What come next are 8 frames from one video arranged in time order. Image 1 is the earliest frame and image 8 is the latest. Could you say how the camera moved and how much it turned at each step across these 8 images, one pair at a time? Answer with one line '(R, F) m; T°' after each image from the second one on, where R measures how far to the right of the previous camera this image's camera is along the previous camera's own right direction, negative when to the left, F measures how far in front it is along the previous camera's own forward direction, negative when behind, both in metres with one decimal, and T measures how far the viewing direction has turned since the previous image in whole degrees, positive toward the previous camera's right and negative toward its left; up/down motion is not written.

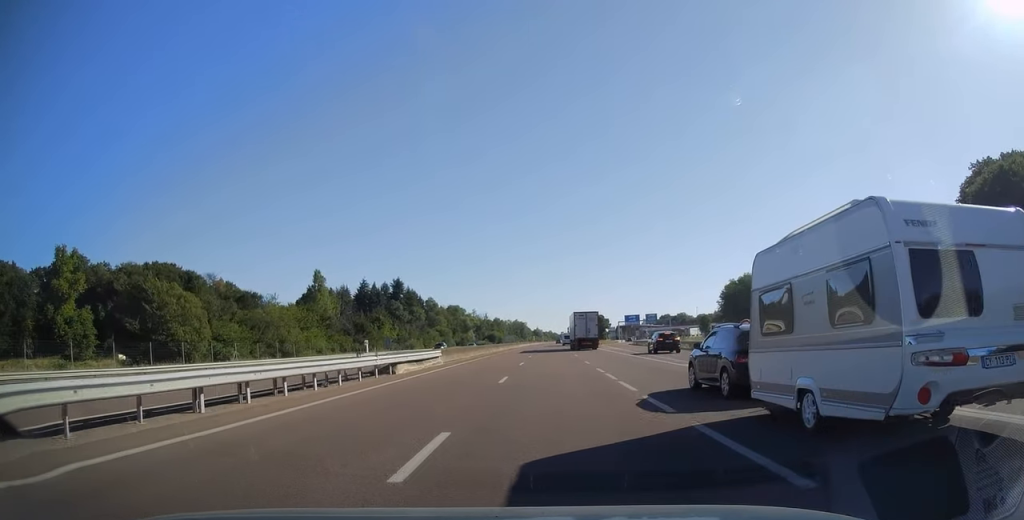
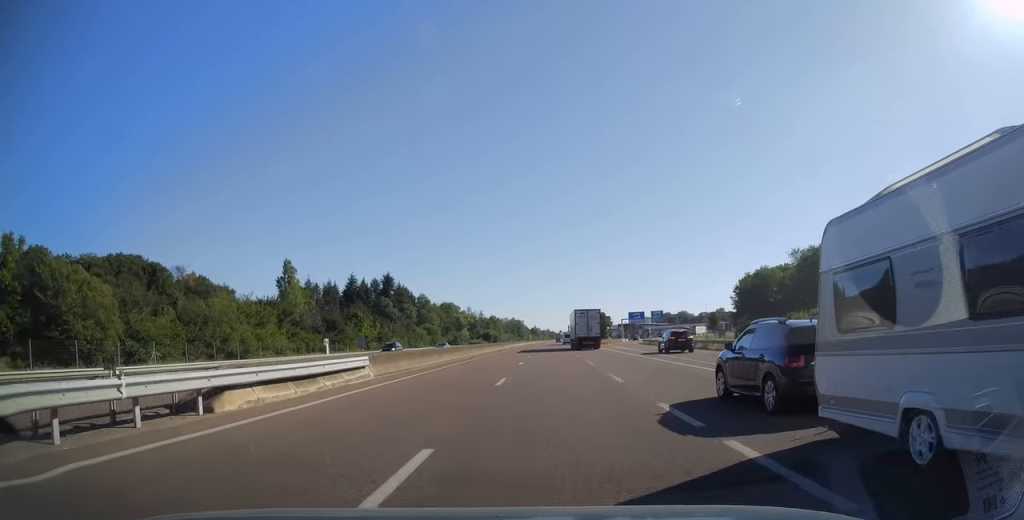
(0.0, +14.4) m; 0°
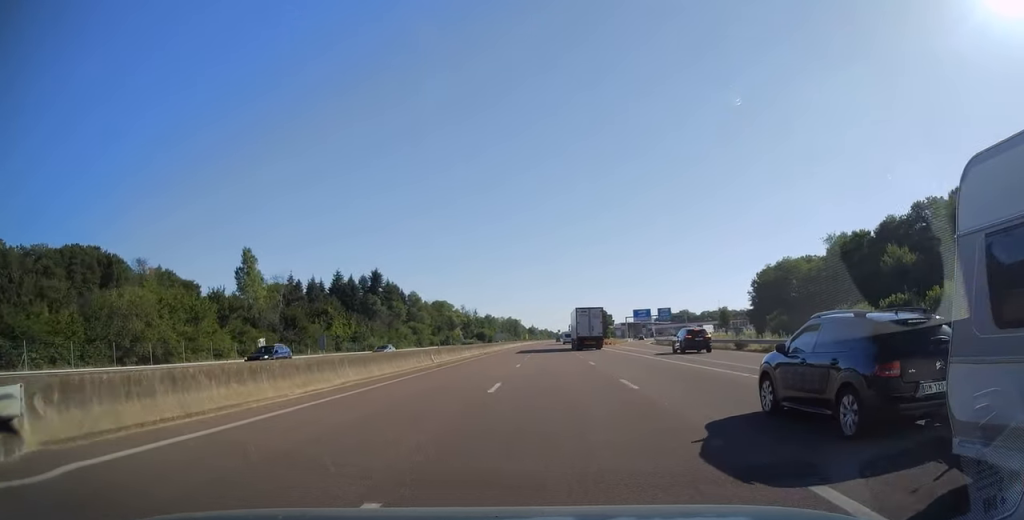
(-0.1, +15.5) m; 0°
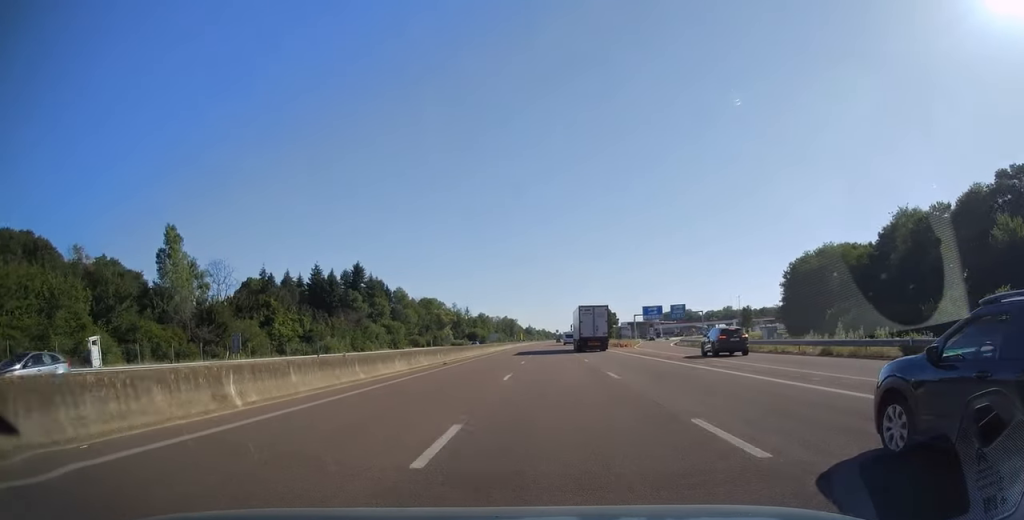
(+0.1, +21.6) m; 0°
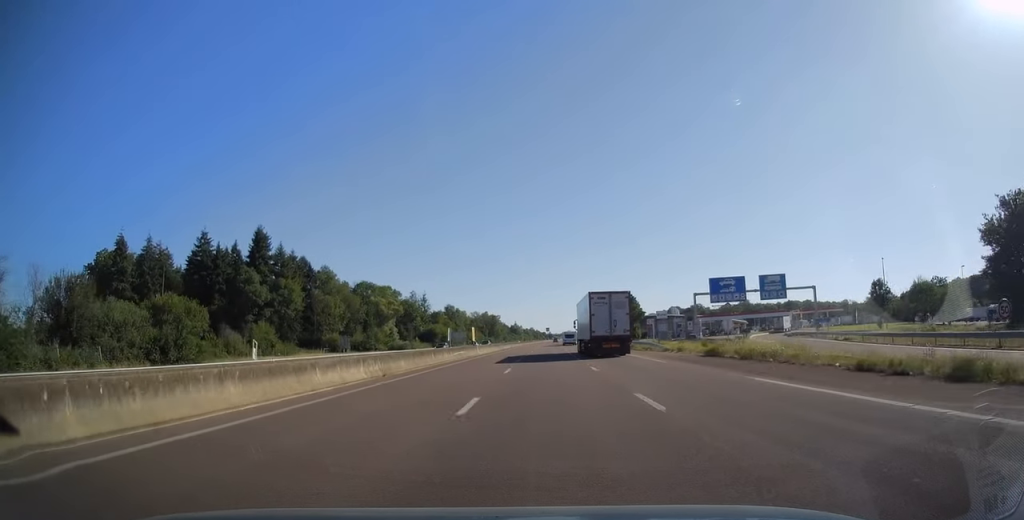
(+0.8, +73.6) m; +1°
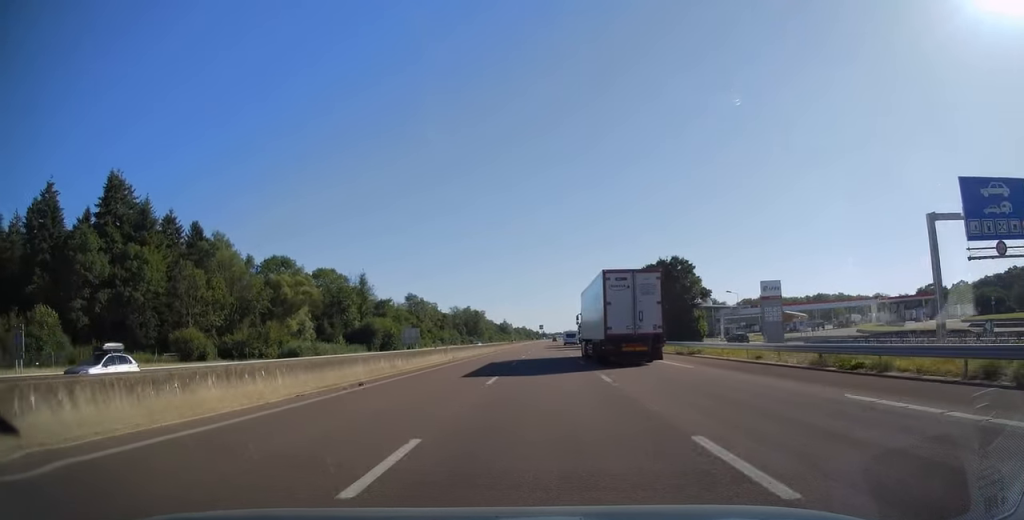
(+0.3, +57.8) m; 0°
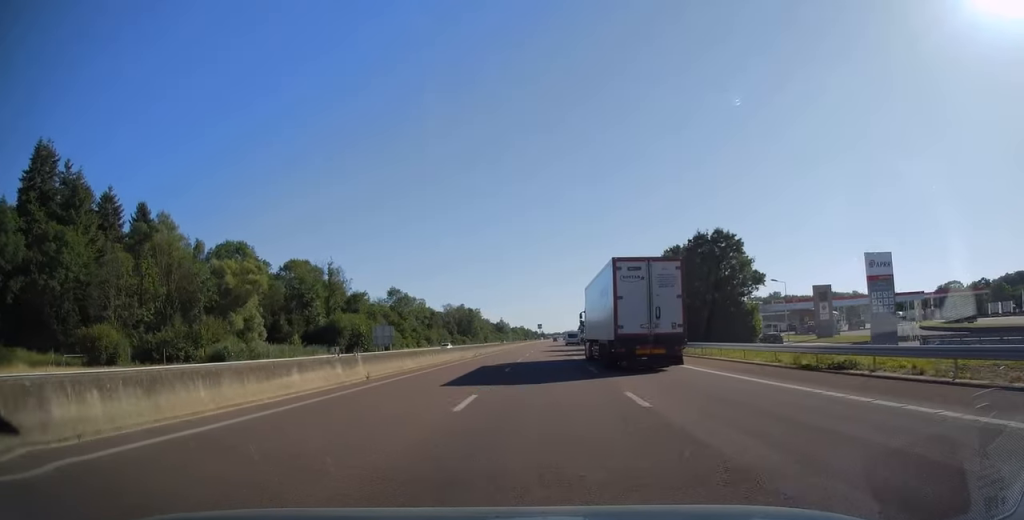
(0.0, +19.6) m; 0°
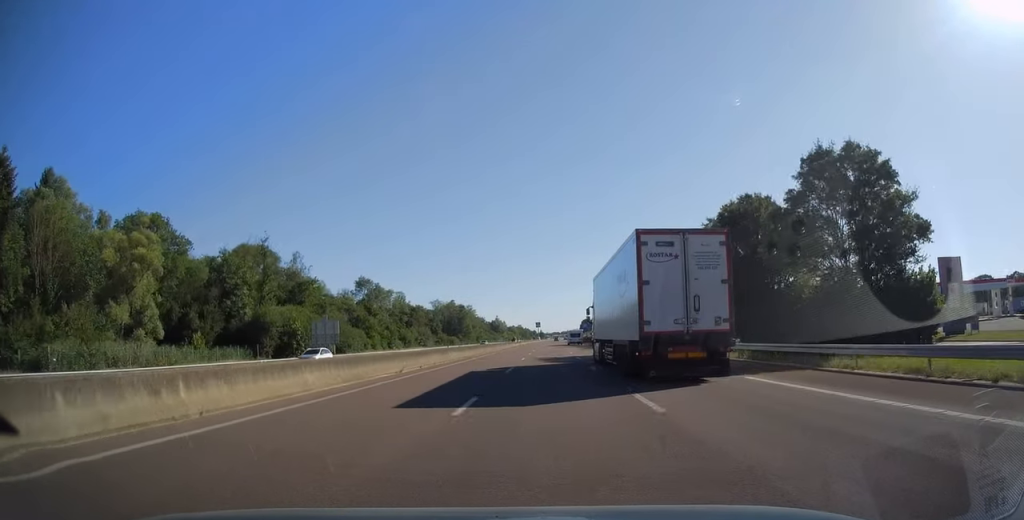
(0.0, +26.9) m; 0°
